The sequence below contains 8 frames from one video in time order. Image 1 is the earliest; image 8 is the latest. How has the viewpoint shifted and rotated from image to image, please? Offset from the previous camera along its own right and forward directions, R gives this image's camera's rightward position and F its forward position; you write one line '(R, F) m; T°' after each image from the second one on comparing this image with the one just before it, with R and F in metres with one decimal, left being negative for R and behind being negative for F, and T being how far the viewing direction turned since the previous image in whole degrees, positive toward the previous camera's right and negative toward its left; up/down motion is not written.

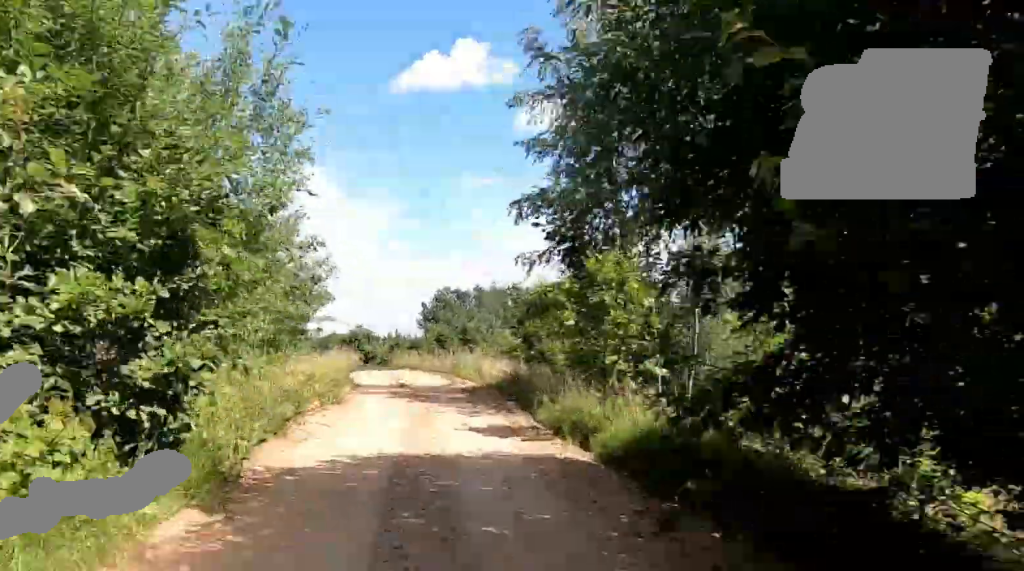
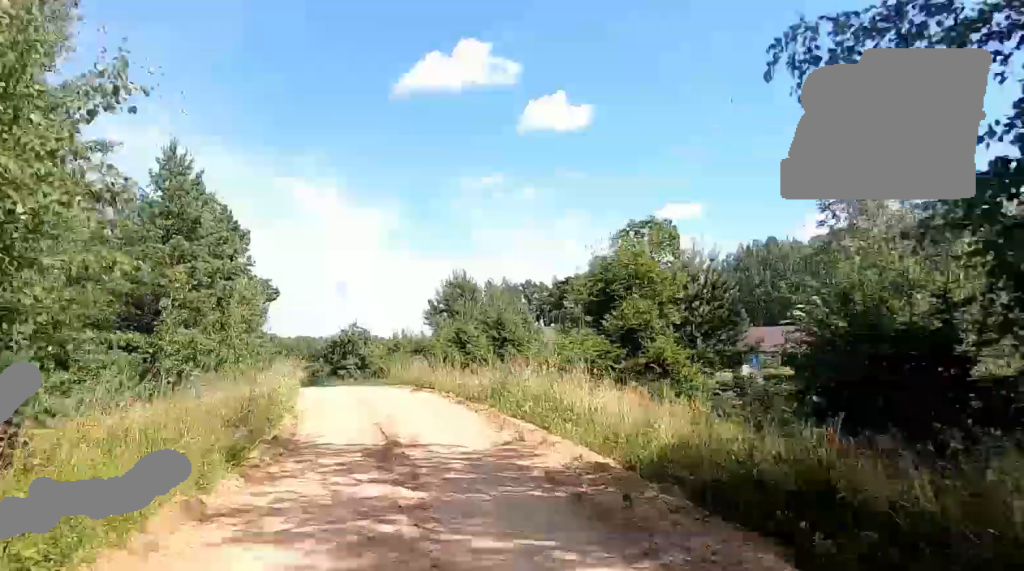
(0.0, +14.1) m; 0°
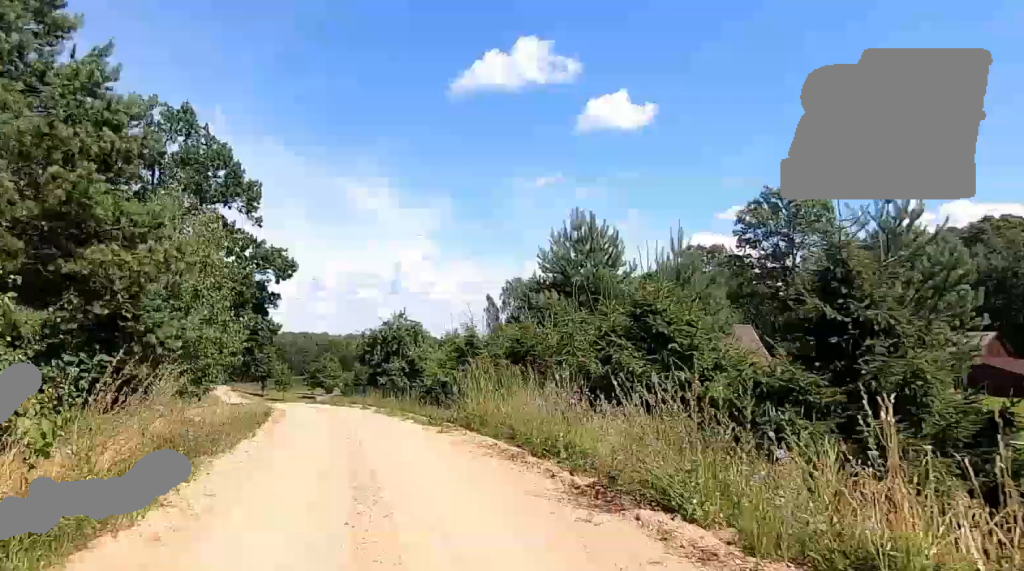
(0.0, +17.2) m; 0°
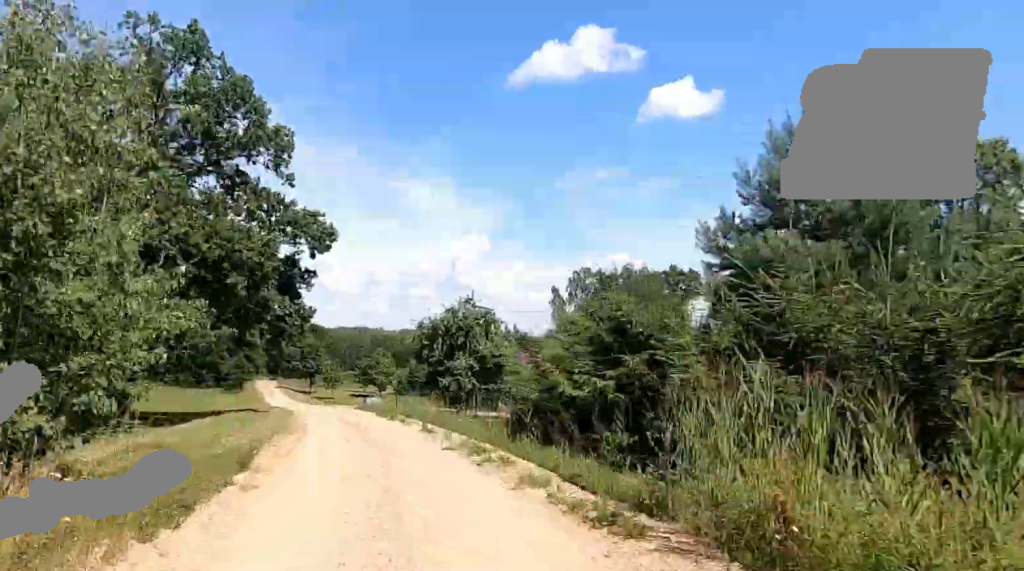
(0.0, +9.5) m; 0°
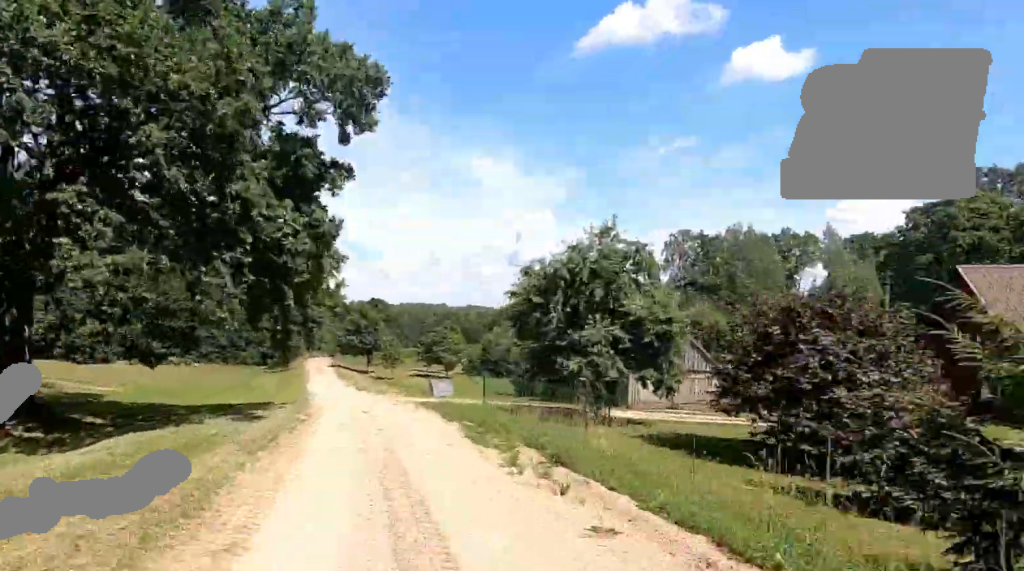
(0.0, +14.4) m; 0°
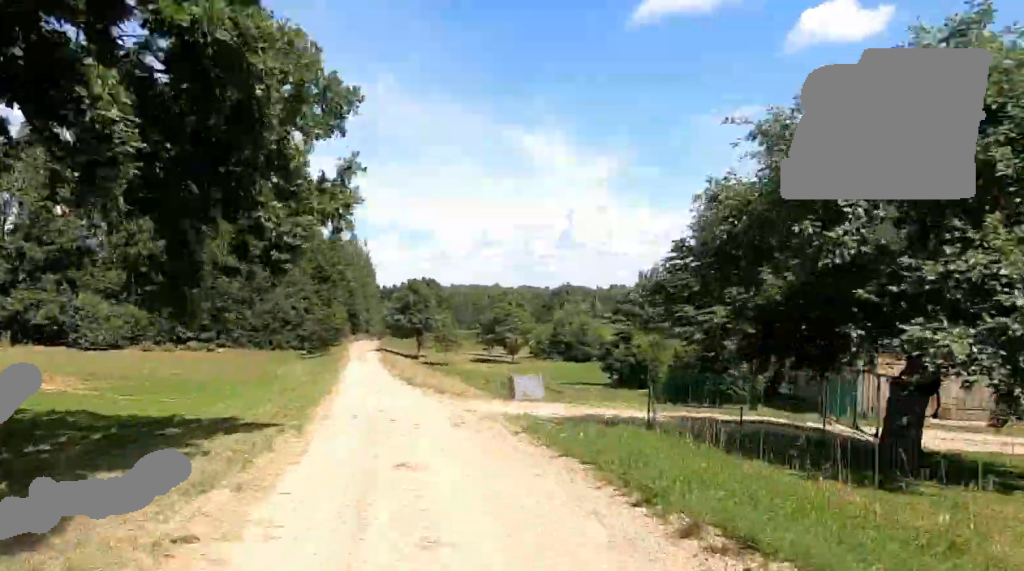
(0.0, +12.1) m; 0°
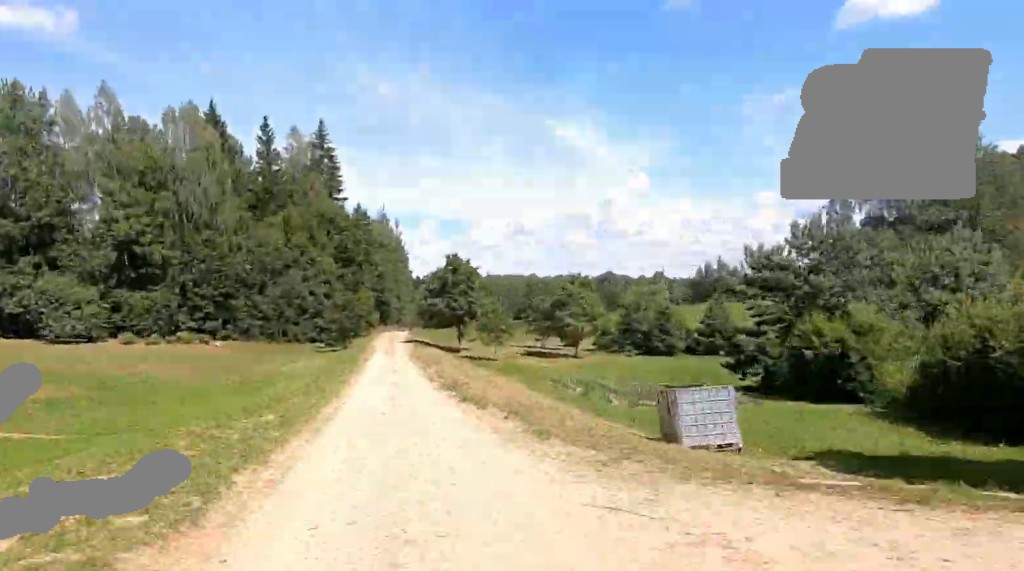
(0.0, +12.2) m; -1°
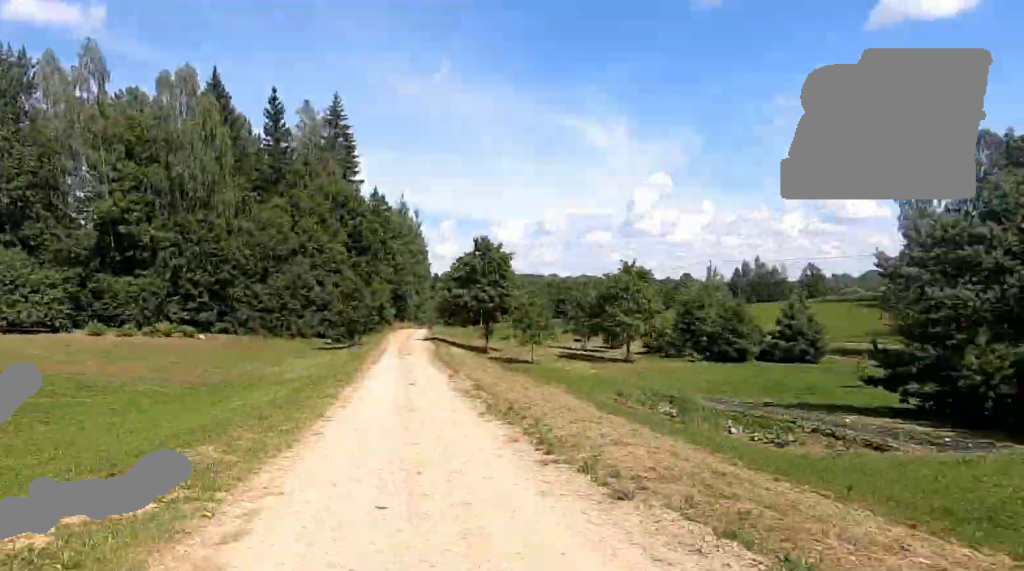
(+0.1, +8.0) m; -5°
